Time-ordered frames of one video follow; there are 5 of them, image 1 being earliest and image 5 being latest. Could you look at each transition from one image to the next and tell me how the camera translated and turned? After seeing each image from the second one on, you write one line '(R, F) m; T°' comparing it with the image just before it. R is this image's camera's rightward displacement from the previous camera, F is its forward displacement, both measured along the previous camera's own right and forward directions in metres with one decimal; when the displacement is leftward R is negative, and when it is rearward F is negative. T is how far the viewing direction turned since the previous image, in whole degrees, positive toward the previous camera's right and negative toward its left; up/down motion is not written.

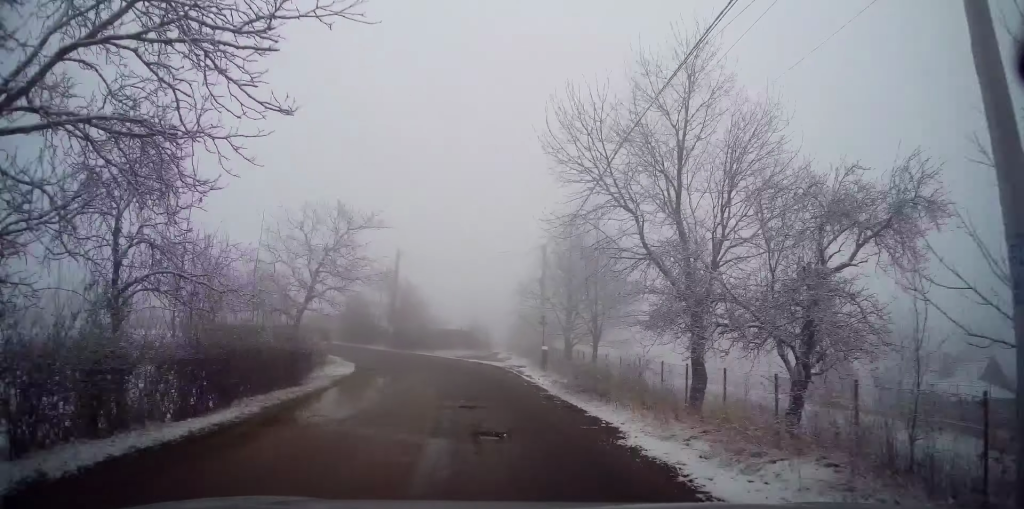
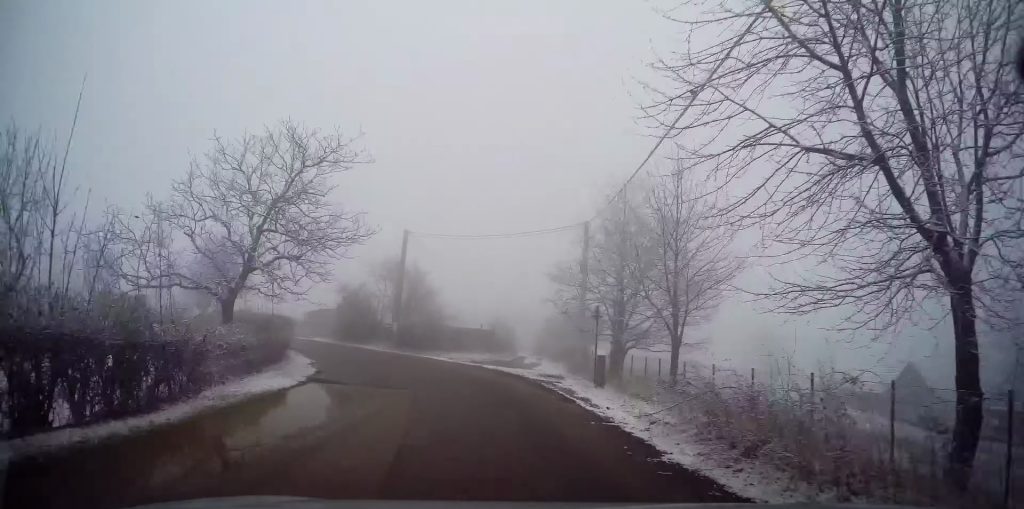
(0.0, +7.7) m; -1°
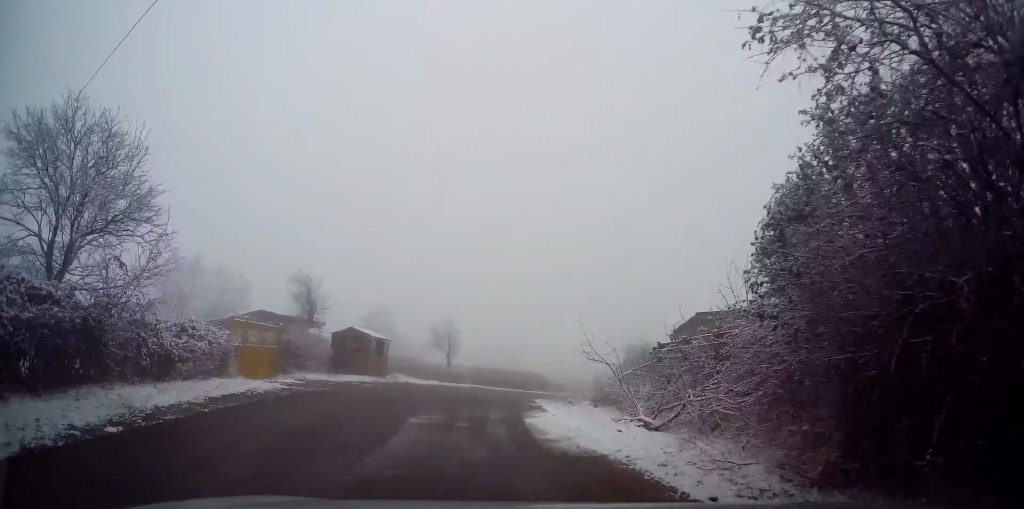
(-9.3, +33.7) m; -36°
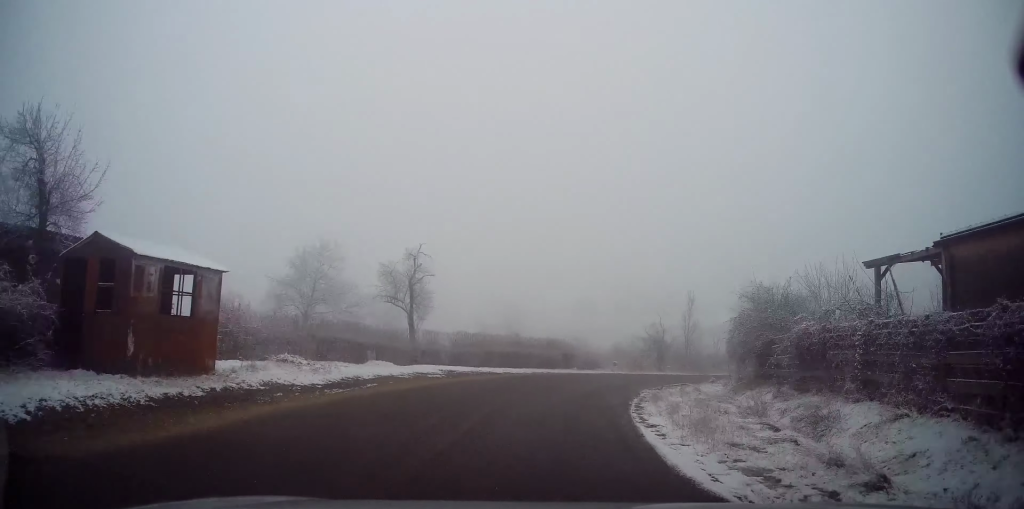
(-1.0, +18.2) m; -1°
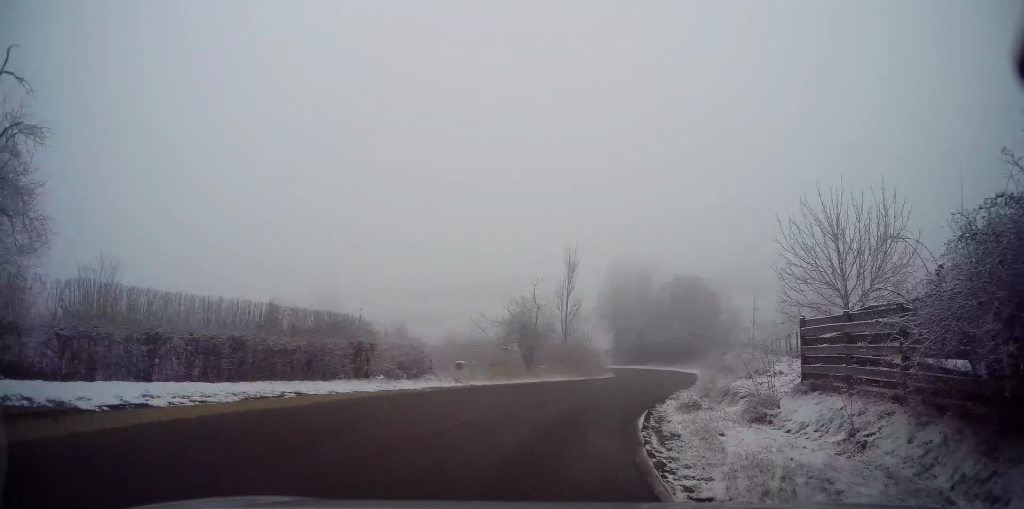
(+1.0, +15.7) m; +14°
